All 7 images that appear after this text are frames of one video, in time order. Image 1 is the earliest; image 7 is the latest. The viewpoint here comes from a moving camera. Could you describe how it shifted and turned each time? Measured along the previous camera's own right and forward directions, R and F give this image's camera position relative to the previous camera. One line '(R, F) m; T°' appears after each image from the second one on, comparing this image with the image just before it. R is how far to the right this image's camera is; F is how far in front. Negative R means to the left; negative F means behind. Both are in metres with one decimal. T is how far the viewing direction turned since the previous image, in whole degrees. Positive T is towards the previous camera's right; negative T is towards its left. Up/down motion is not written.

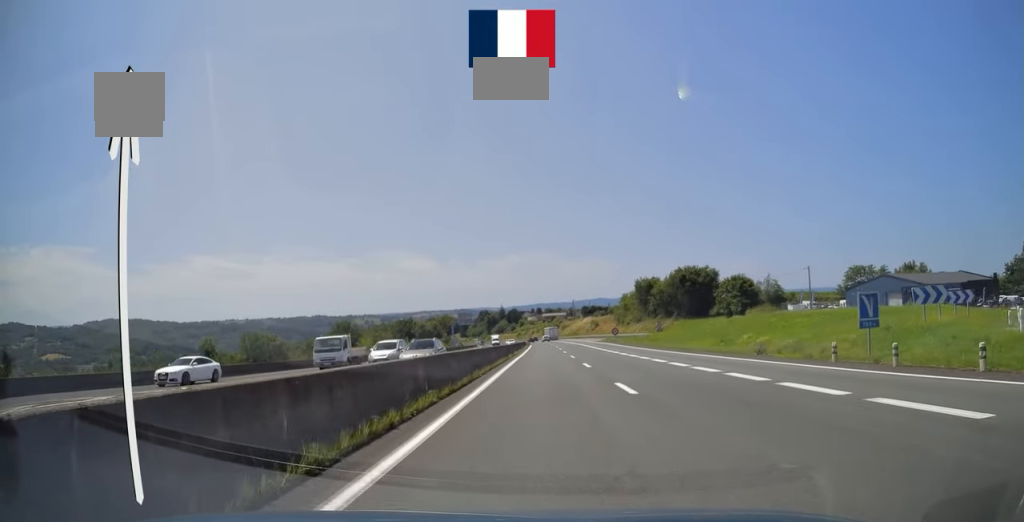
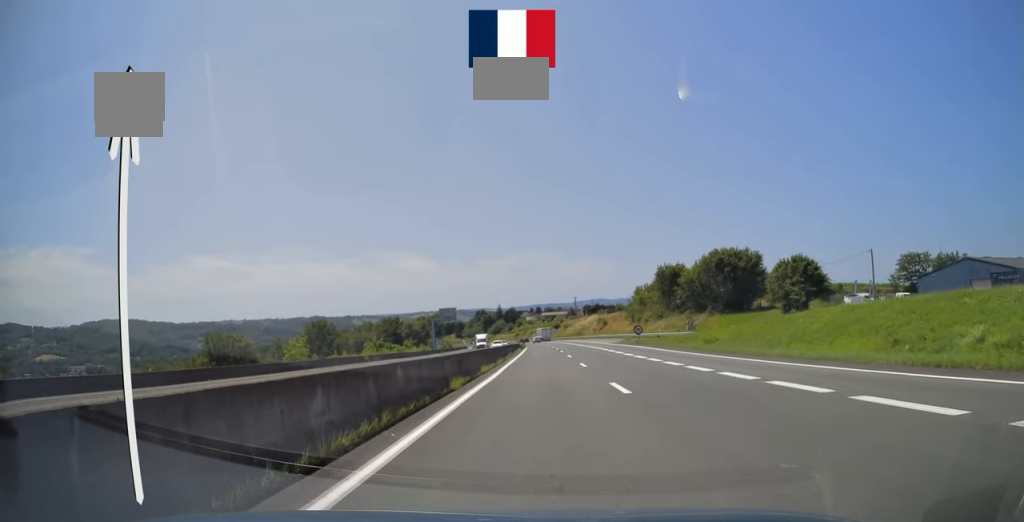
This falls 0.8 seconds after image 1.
(0.0, +25.9) m; 0°
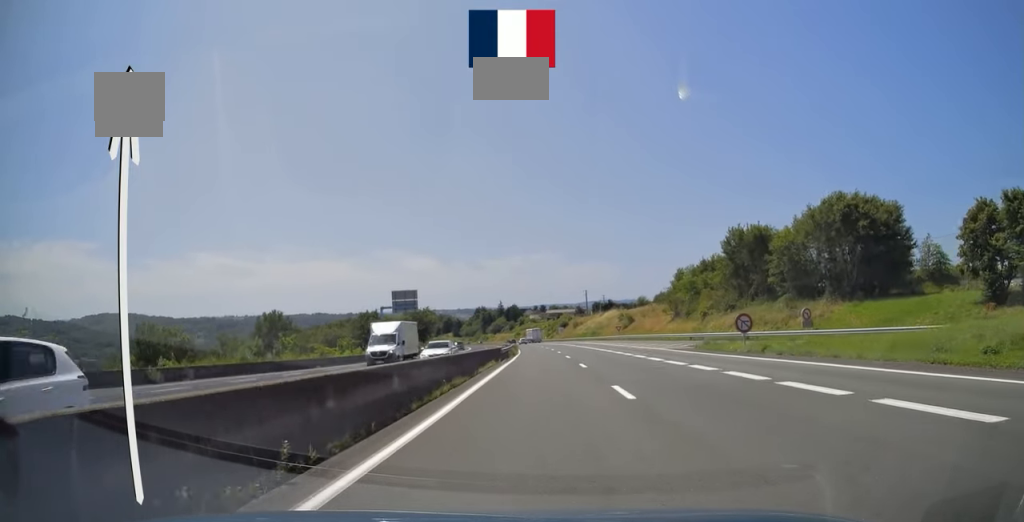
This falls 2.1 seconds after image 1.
(+0.1, +40.4) m; 0°
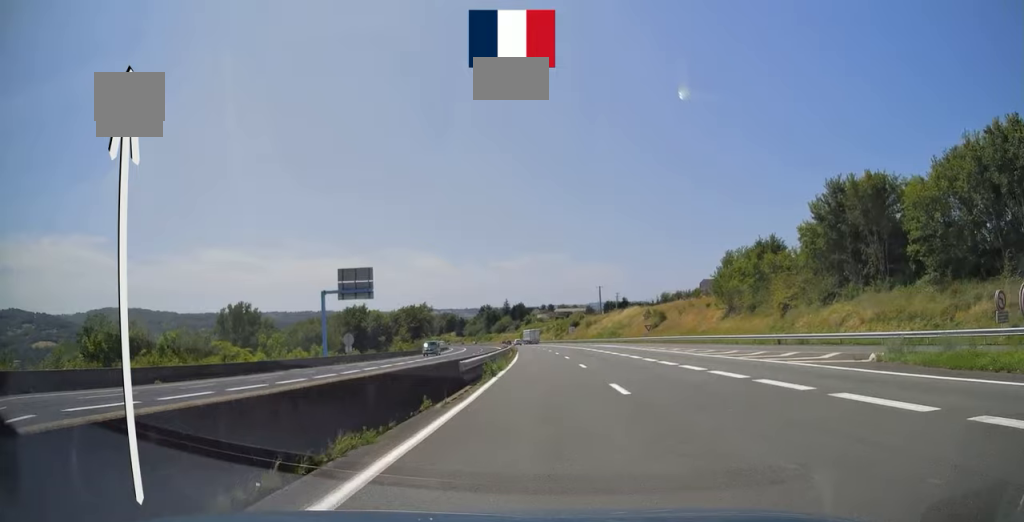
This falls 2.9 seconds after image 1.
(-0.2, +24.4) m; -1°
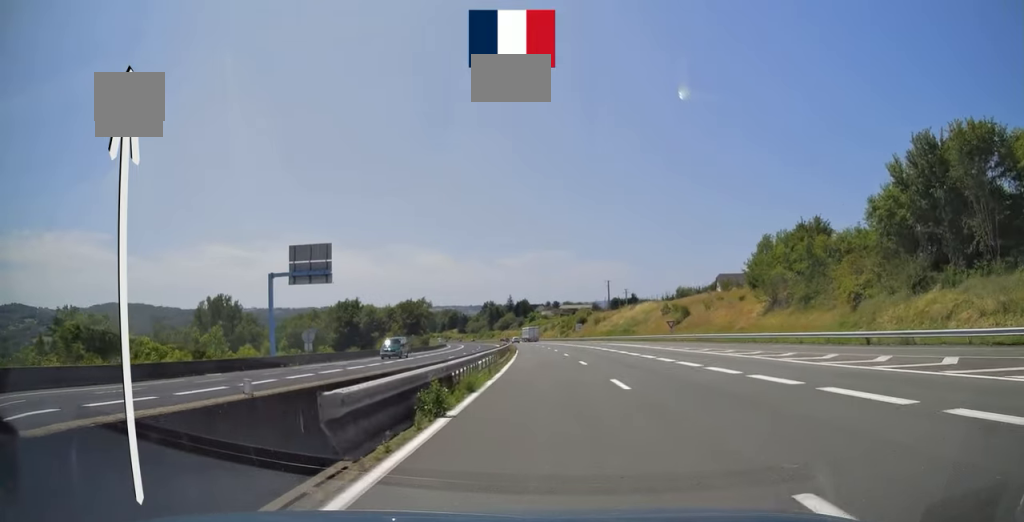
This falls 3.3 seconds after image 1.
(0.0, +12.4) m; 0°
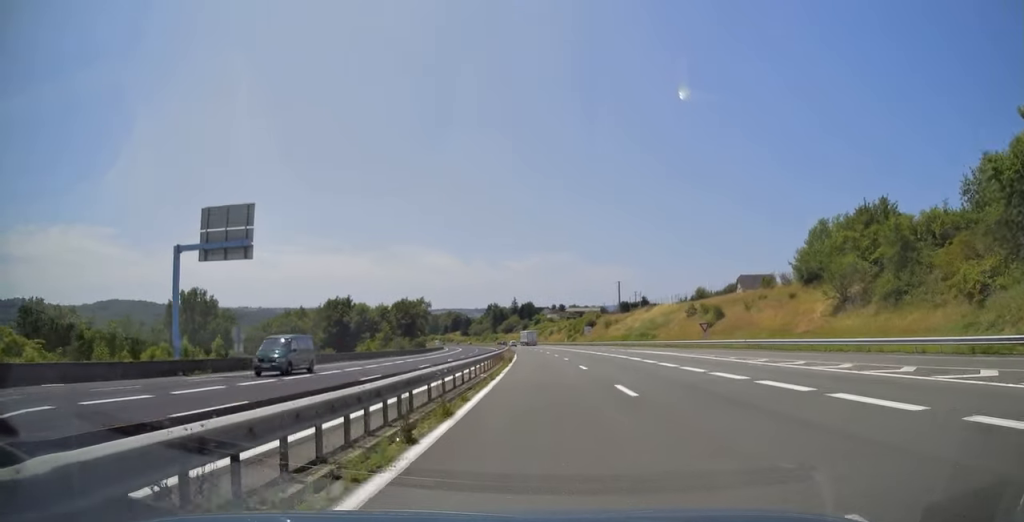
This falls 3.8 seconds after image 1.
(0.0, +13.4) m; 0°
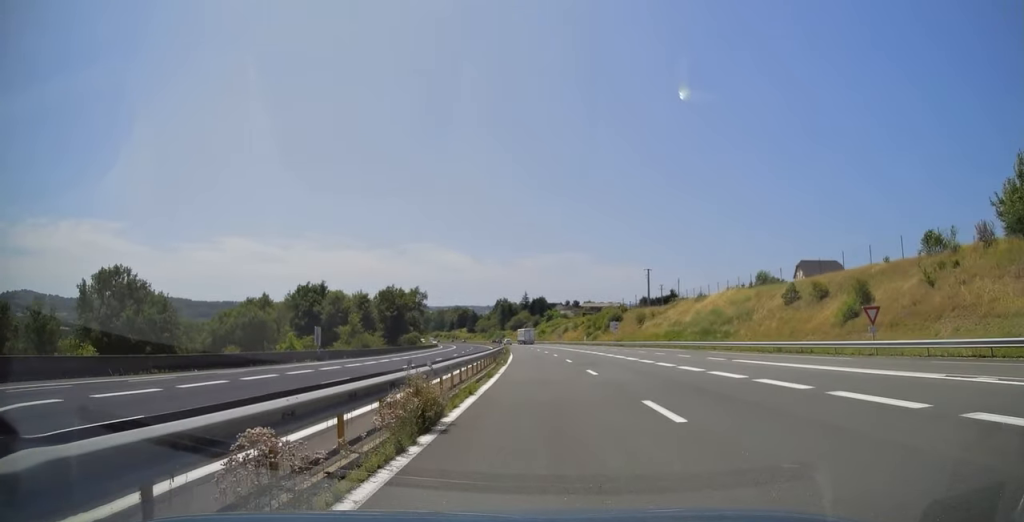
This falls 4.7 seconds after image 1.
(-0.2, +30.5) m; -1°
